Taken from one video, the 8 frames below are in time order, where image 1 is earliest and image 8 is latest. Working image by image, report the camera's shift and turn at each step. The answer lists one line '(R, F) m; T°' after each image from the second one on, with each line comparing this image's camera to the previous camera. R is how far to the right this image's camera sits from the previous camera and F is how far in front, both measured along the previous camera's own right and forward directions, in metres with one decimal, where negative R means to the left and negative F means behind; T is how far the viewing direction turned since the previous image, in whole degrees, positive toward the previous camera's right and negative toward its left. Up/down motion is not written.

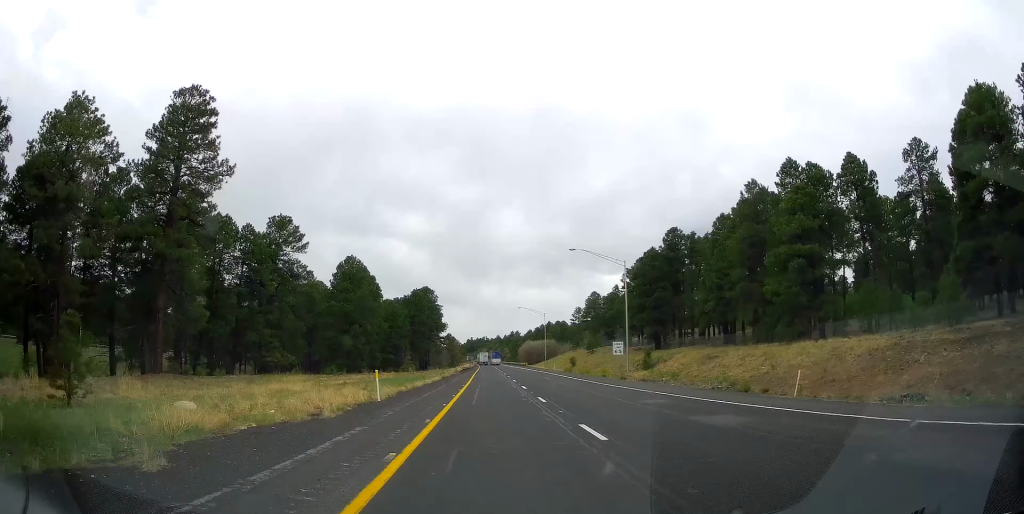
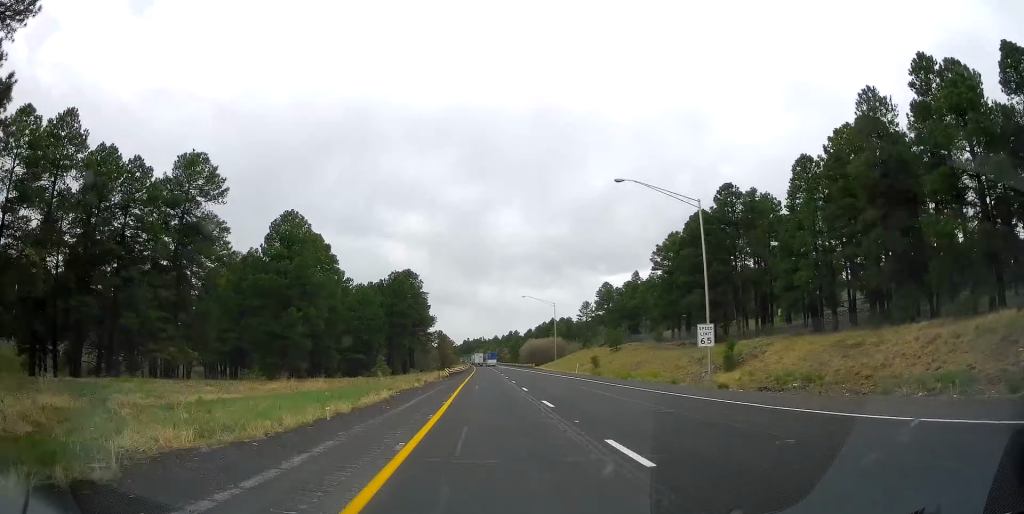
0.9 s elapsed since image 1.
(0.0, +27.5) m; 0°
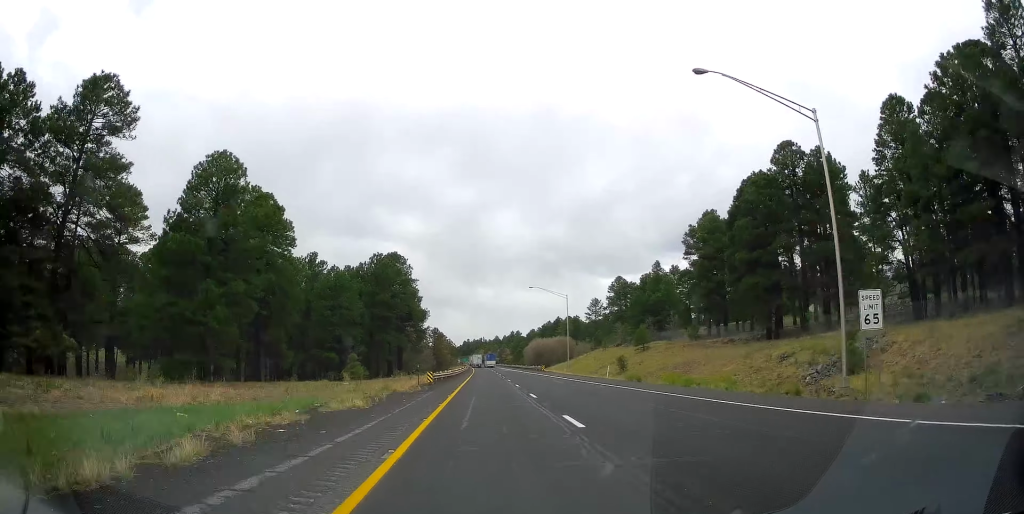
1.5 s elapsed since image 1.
(+0.2, +18.4) m; 0°
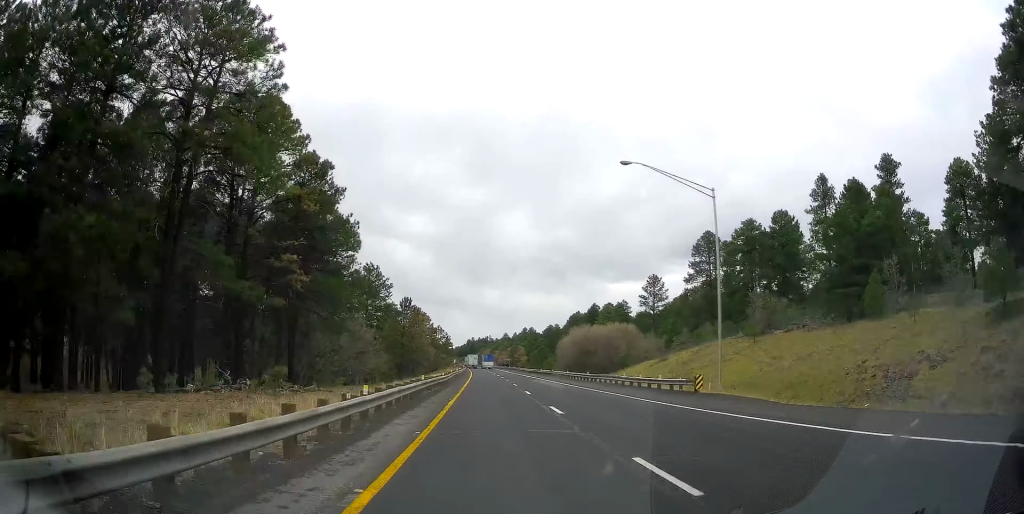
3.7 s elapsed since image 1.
(-1.1, +68.2) m; -1°
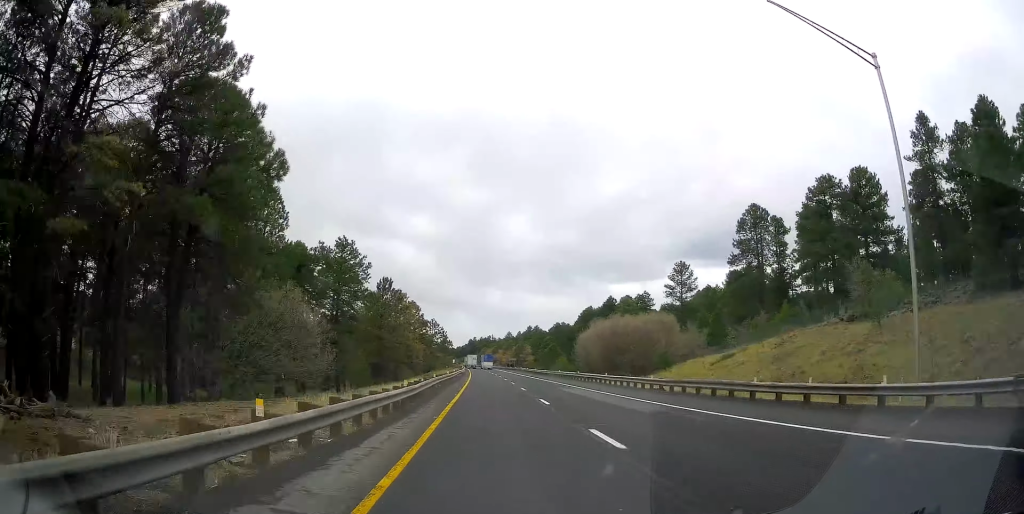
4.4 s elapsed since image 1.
(-0.1, +20.3) m; +1°
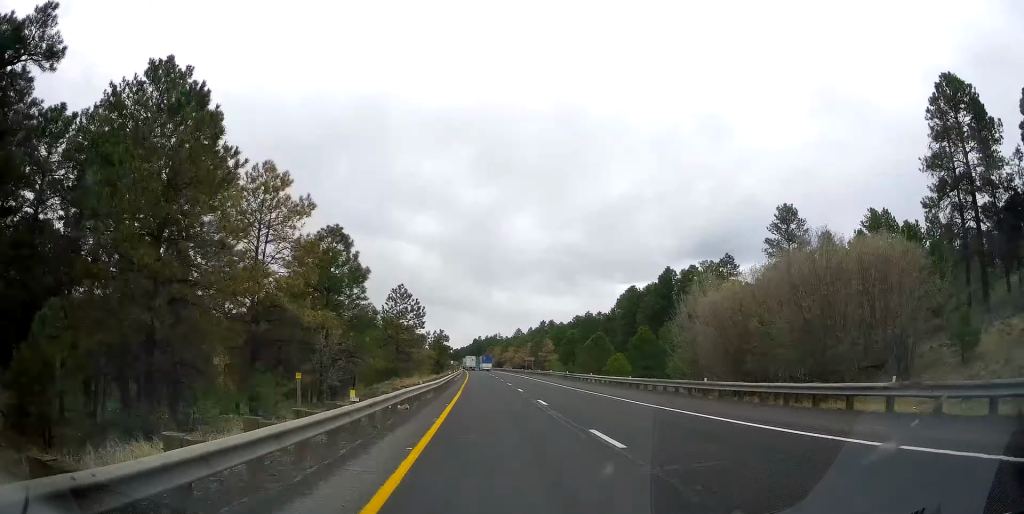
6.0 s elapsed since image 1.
(+0.1, +47.9) m; -1°
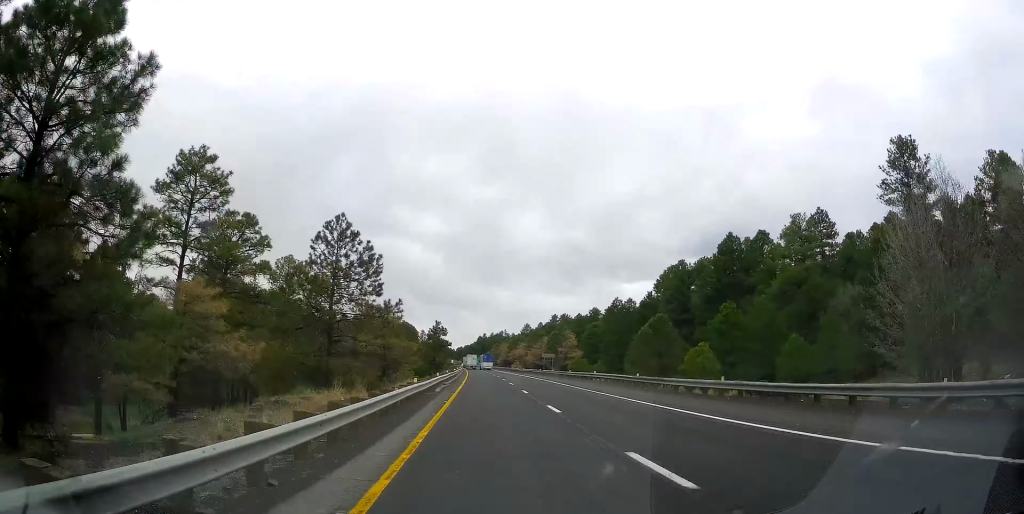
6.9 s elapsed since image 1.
(-0.4, +28.6) m; -1°
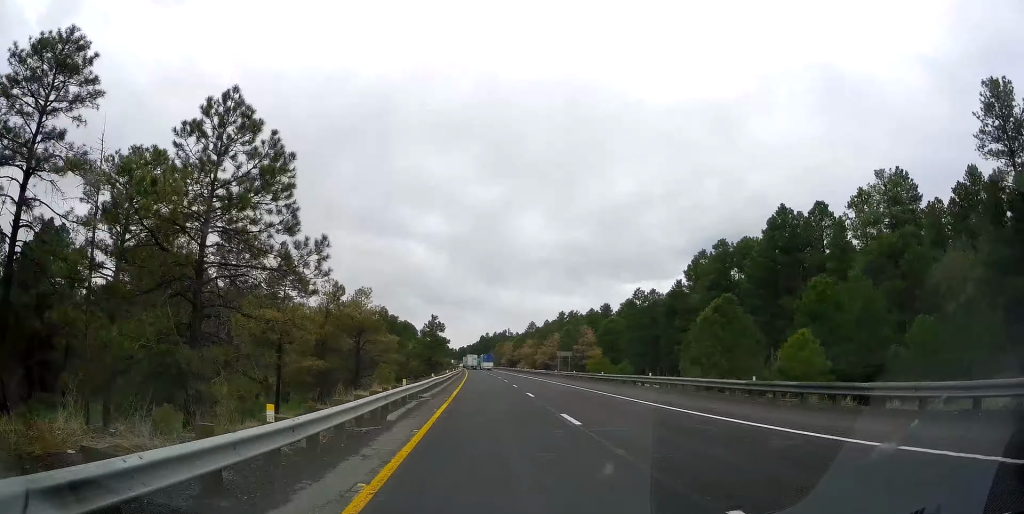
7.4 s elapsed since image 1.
(-0.2, +16.4) m; 0°
